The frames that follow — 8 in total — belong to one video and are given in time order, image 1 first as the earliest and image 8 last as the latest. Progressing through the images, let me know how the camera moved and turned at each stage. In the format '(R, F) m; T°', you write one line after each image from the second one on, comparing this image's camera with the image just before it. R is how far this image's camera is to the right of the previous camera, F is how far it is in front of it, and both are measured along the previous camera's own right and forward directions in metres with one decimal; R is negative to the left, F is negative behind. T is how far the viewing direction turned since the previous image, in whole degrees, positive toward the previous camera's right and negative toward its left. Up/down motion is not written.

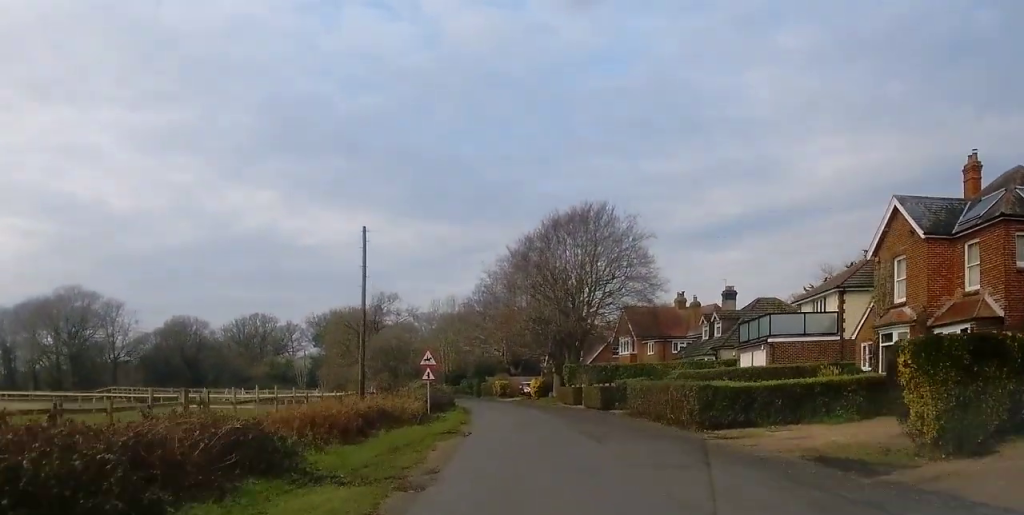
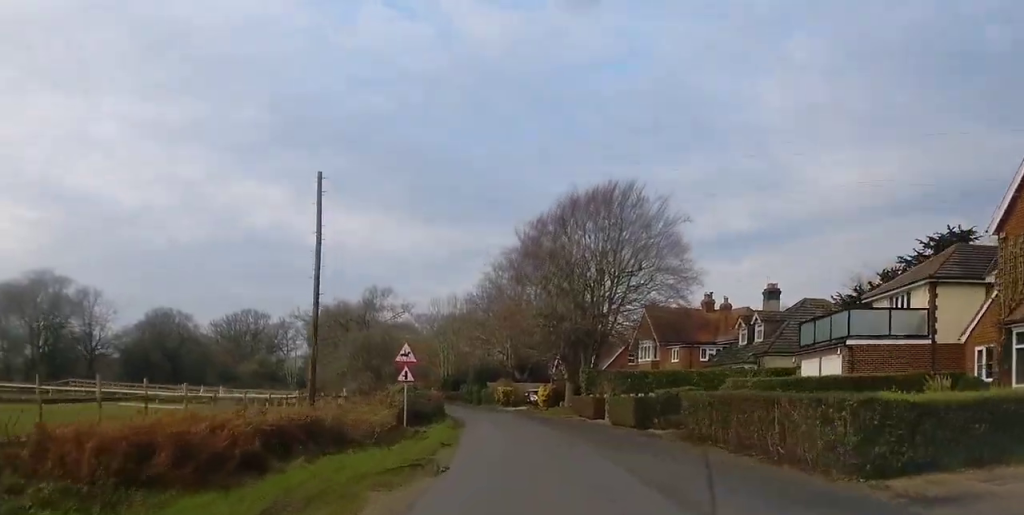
(-0.1, +8.6) m; -2°
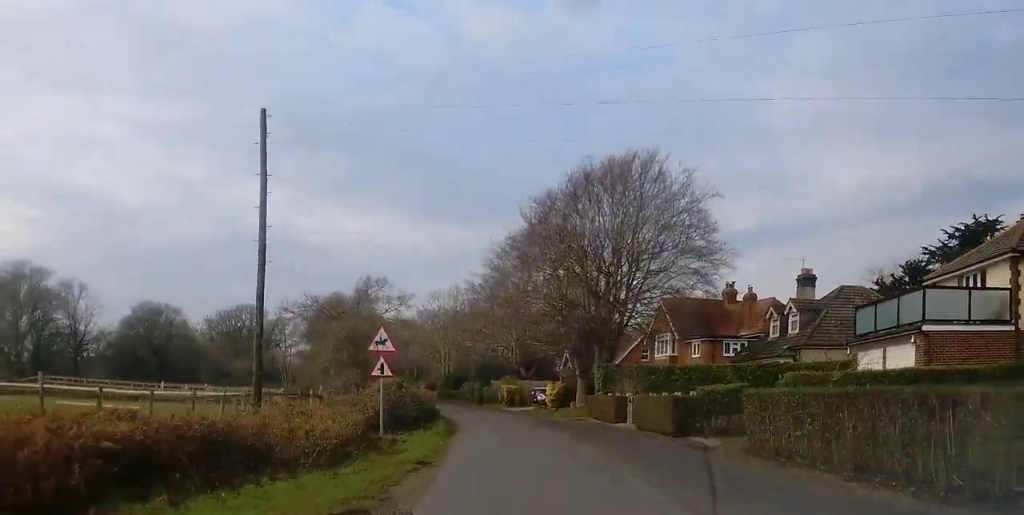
(-0.2, +5.4) m; 0°
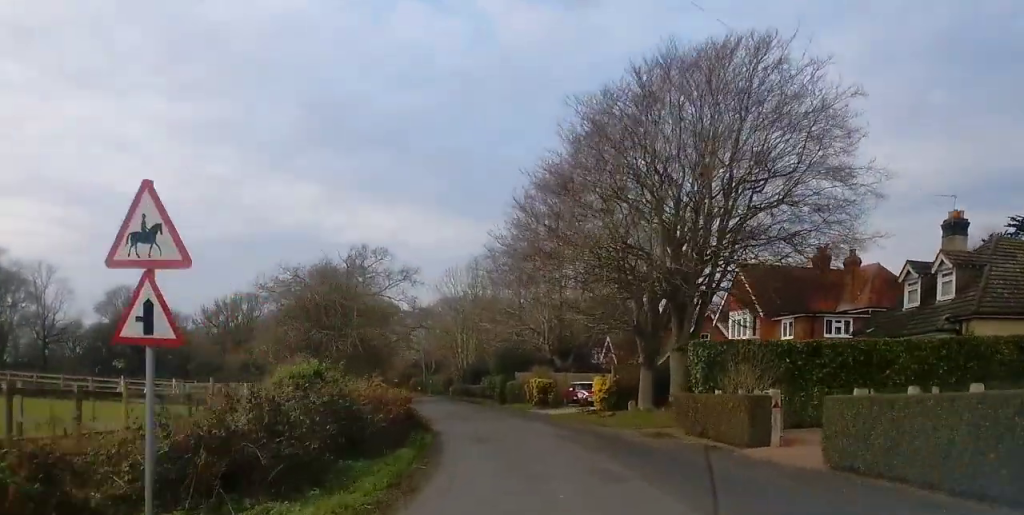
(0.0, +14.0) m; -2°
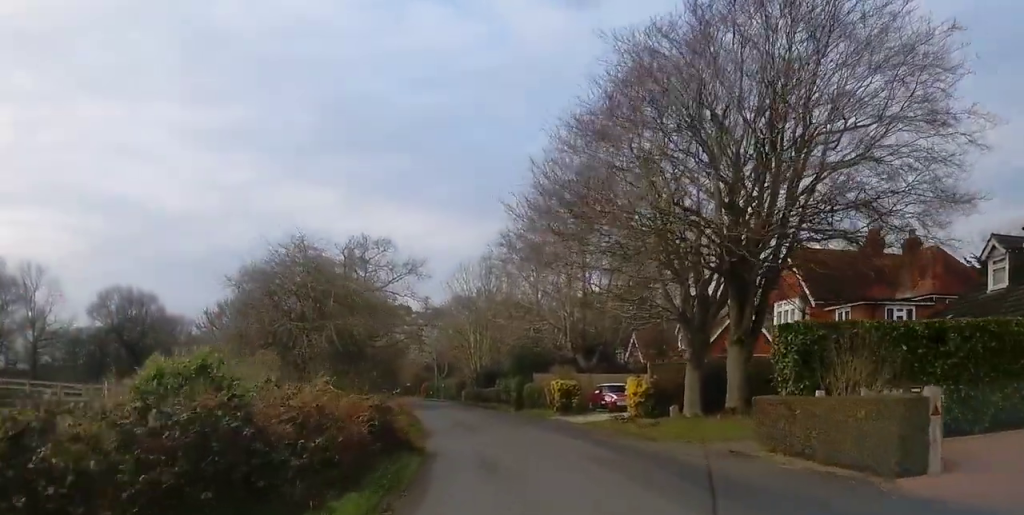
(+0.2, +5.5) m; -1°
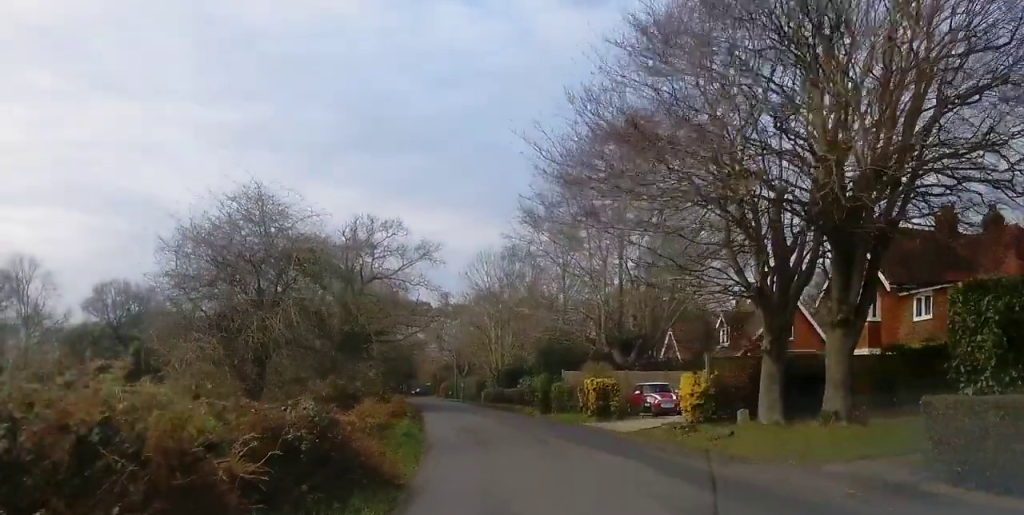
(-0.5, +5.7) m; -1°
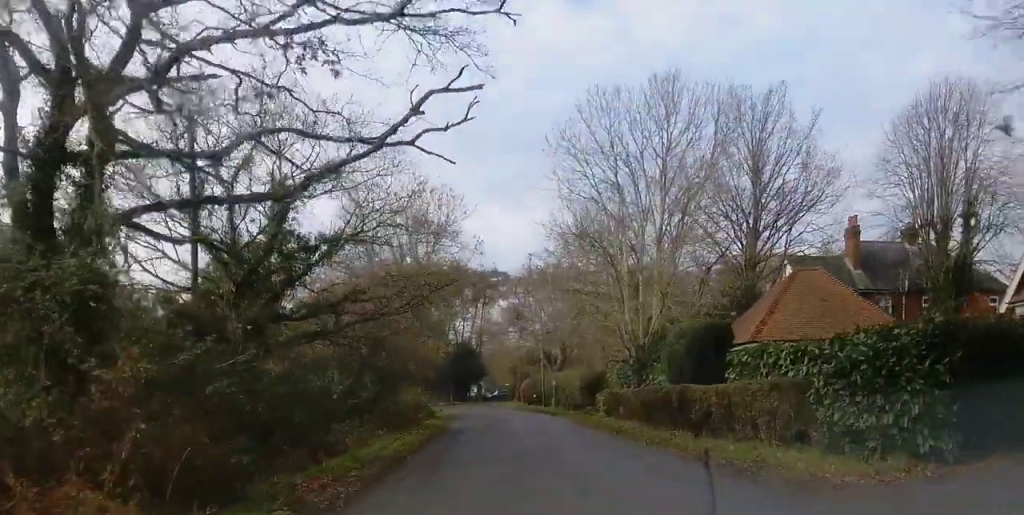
(-1.7, +35.6) m; -5°
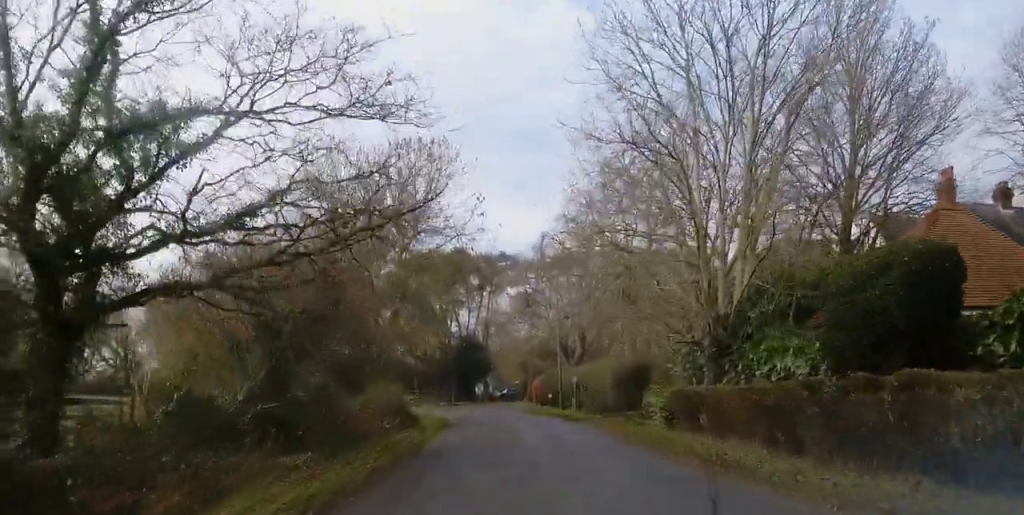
(0.0, +9.9) m; -1°
